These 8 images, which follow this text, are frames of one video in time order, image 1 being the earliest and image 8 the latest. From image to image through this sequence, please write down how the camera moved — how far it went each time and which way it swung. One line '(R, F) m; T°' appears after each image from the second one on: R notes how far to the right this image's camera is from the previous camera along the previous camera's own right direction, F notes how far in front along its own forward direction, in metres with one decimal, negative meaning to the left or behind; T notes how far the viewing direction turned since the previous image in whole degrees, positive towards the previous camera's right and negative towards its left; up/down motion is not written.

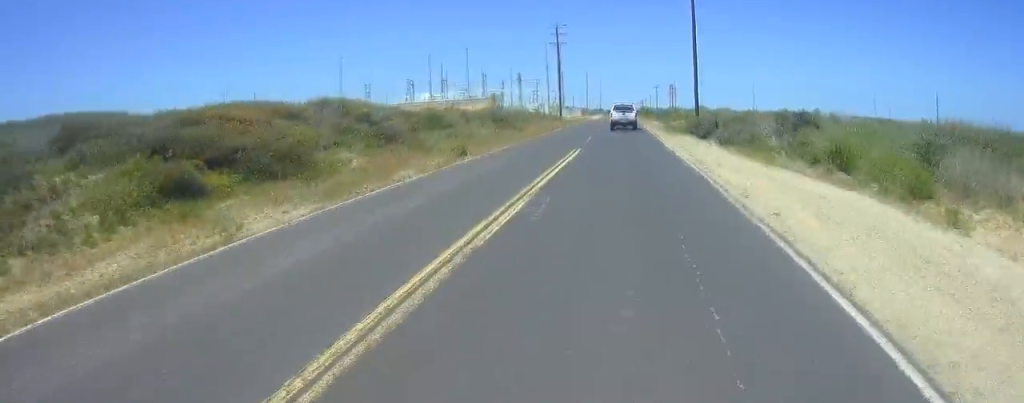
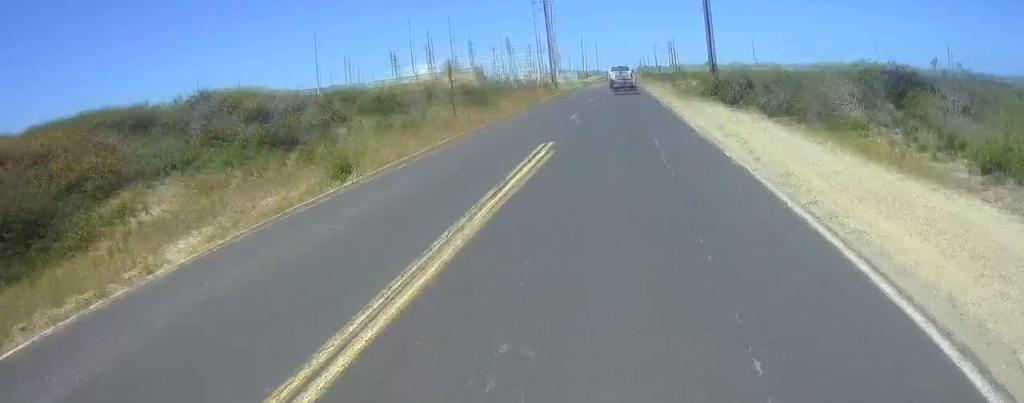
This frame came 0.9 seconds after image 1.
(0.0, +11.3) m; 0°
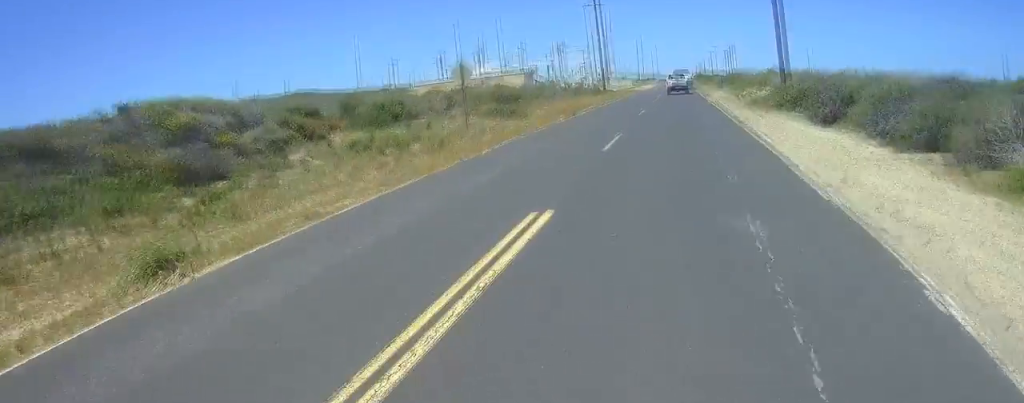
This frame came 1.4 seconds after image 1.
(0.0, +7.5) m; 0°
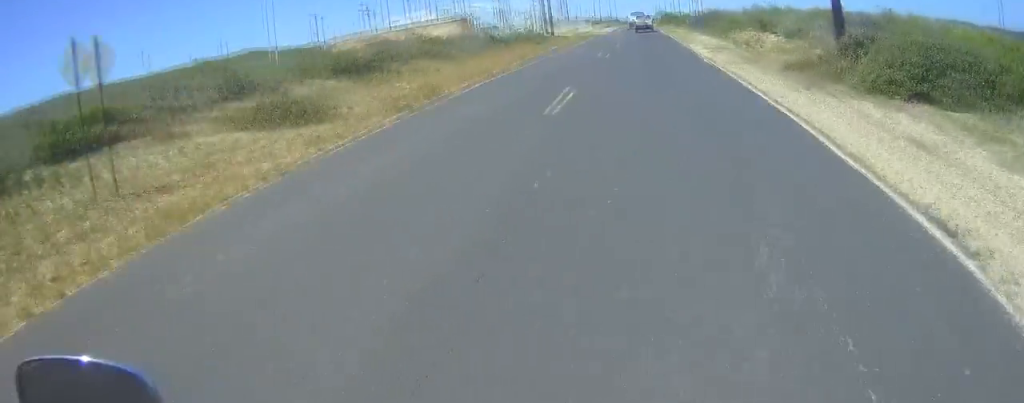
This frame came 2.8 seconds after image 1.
(+0.6, +18.2) m; +3°
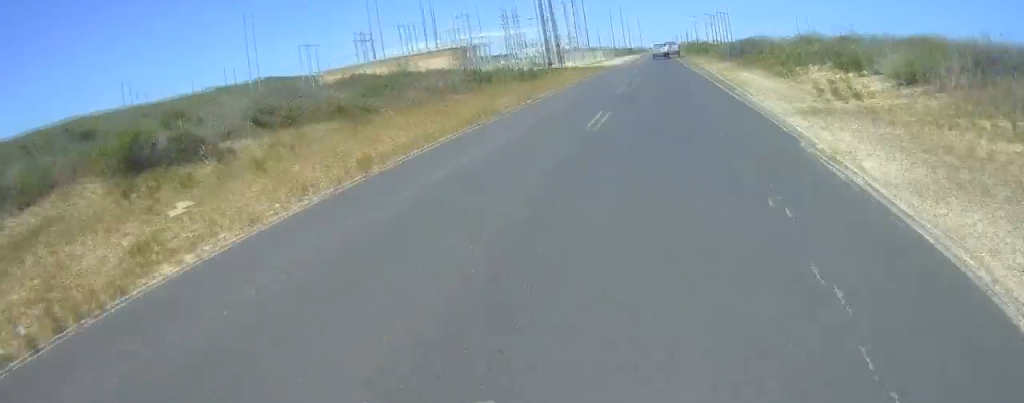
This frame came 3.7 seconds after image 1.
(+0.1, +13.3) m; 0°
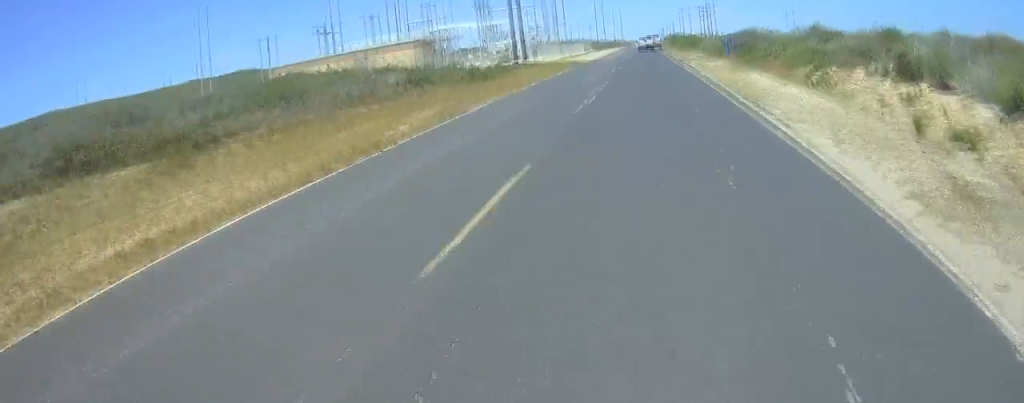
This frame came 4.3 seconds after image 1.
(-0.1, +8.3) m; -1°
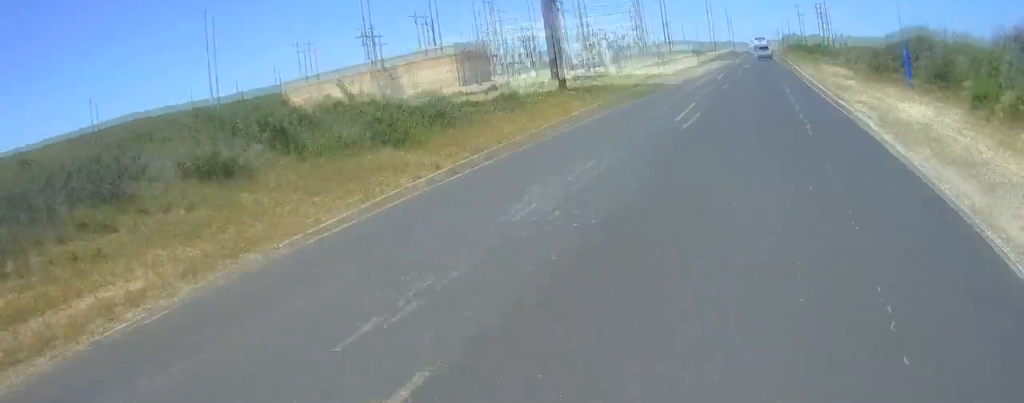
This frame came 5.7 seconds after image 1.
(+0.1, +22.0) m; 0°
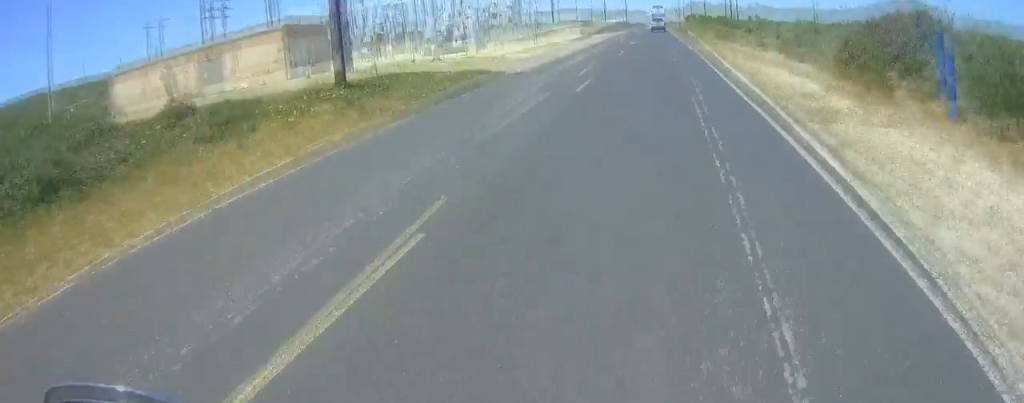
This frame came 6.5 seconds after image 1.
(0.0, +12.0) m; 0°
